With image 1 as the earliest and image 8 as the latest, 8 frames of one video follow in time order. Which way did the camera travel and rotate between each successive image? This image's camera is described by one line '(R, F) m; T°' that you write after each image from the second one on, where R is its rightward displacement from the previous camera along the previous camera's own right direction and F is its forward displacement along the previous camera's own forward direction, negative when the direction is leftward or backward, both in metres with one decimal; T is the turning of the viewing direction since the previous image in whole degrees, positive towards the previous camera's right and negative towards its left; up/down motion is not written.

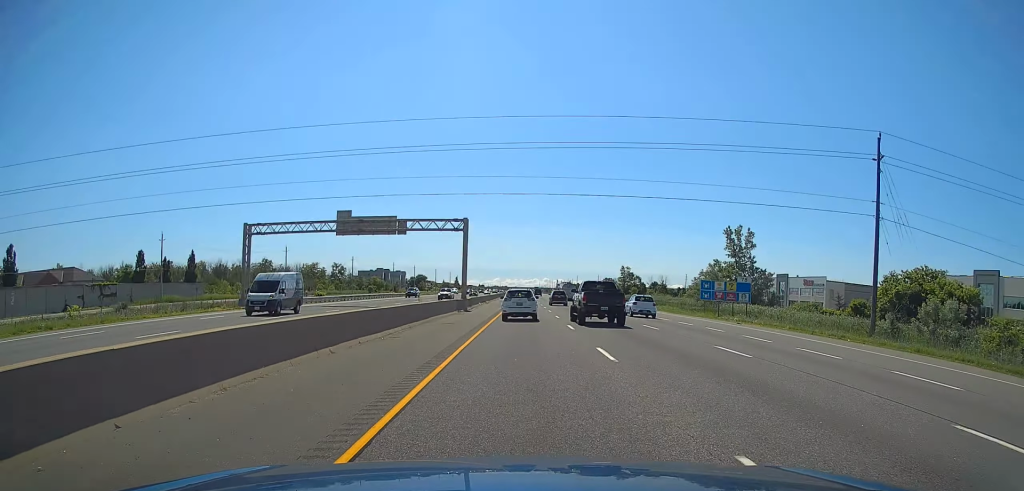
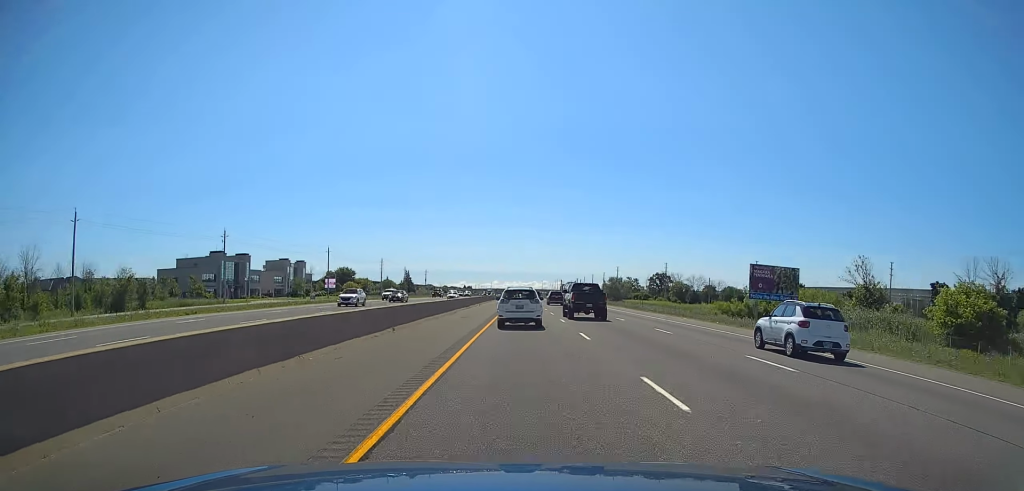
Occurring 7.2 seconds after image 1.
(0.0, +219.7) m; 0°
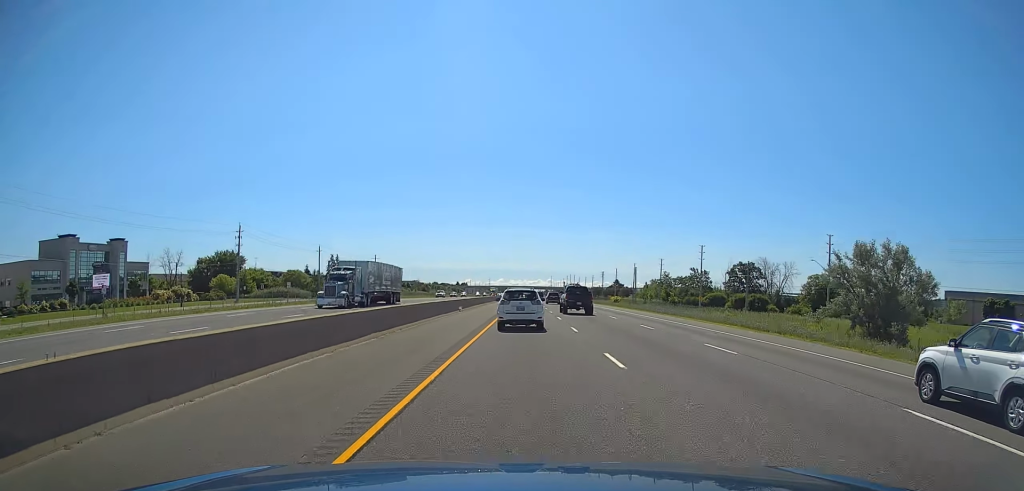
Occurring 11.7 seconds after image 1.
(+0.4, +132.8) m; 0°
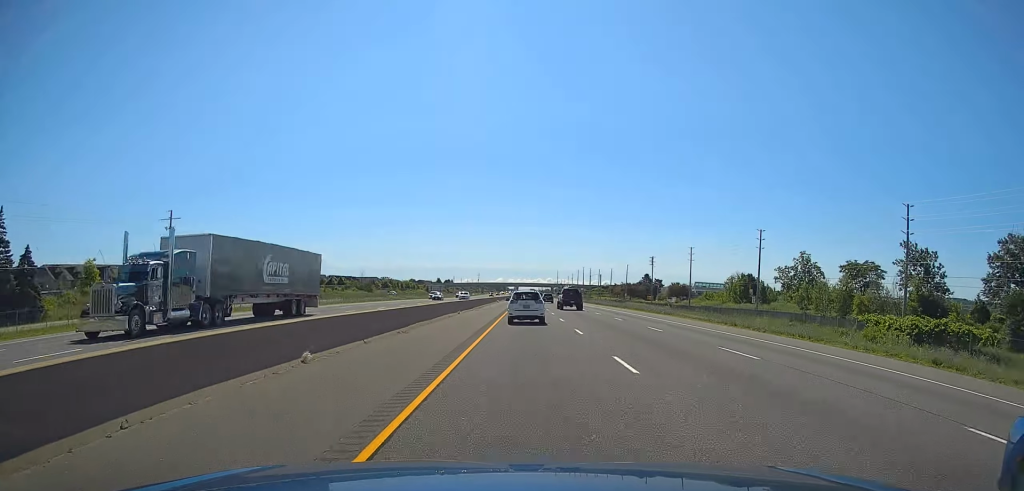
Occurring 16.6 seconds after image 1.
(-0.5, +142.2) m; 0°
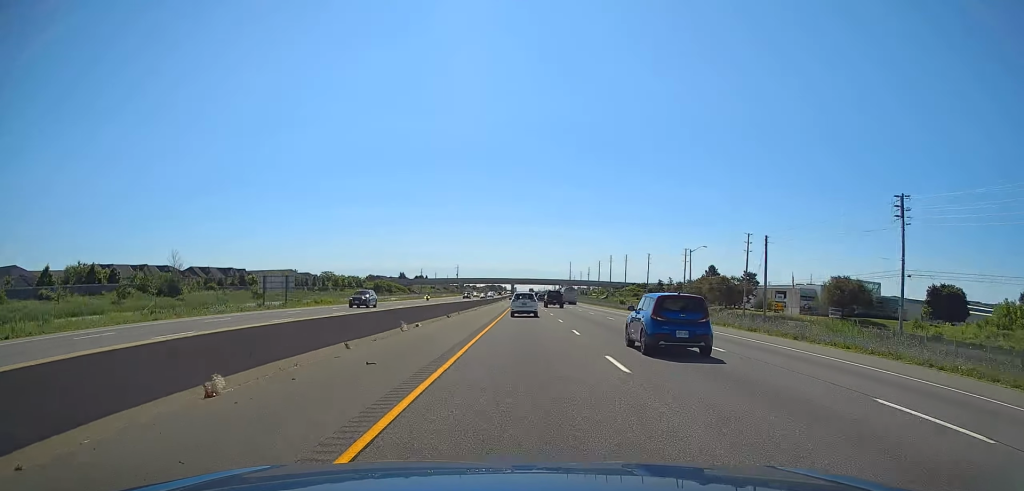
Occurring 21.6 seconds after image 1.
(-0.3, +150.3) m; 0°
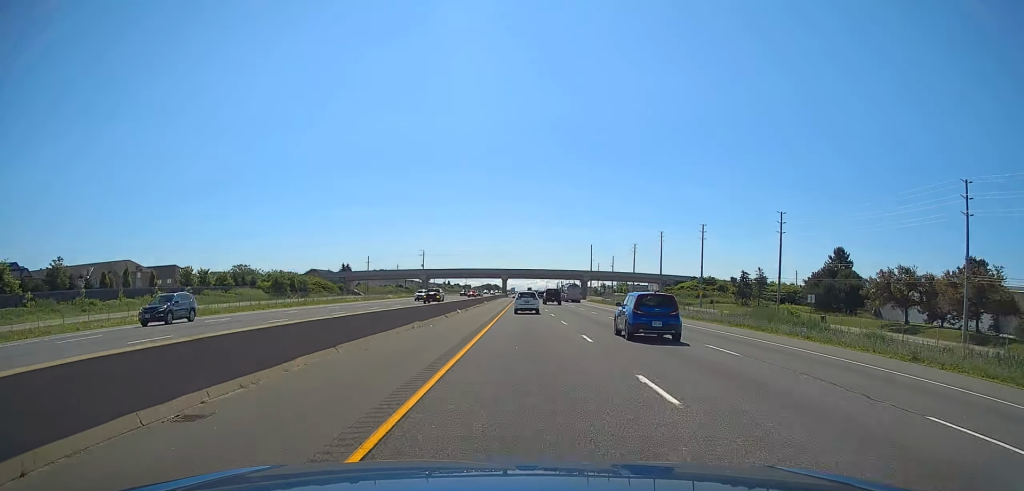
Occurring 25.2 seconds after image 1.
(+0.3, +110.8) m; 0°
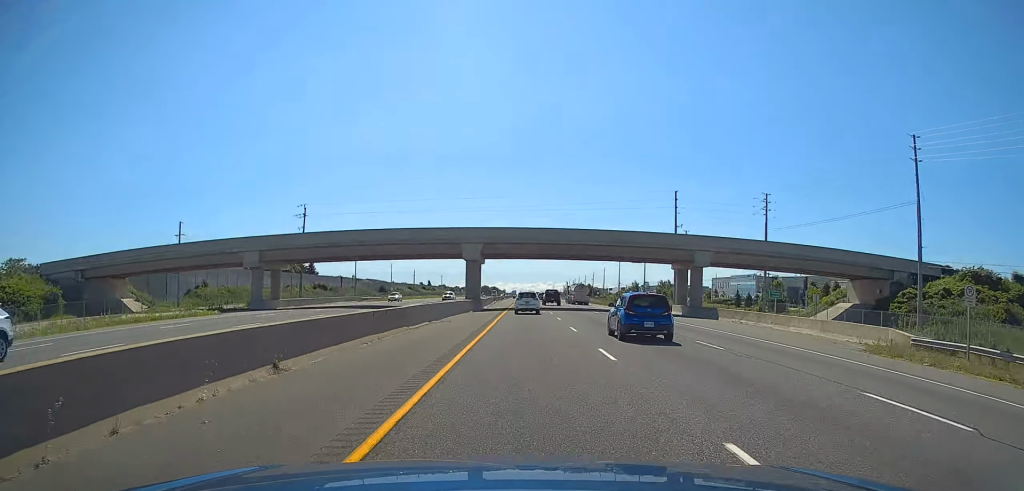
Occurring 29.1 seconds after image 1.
(+0.3, +123.0) m; 0°
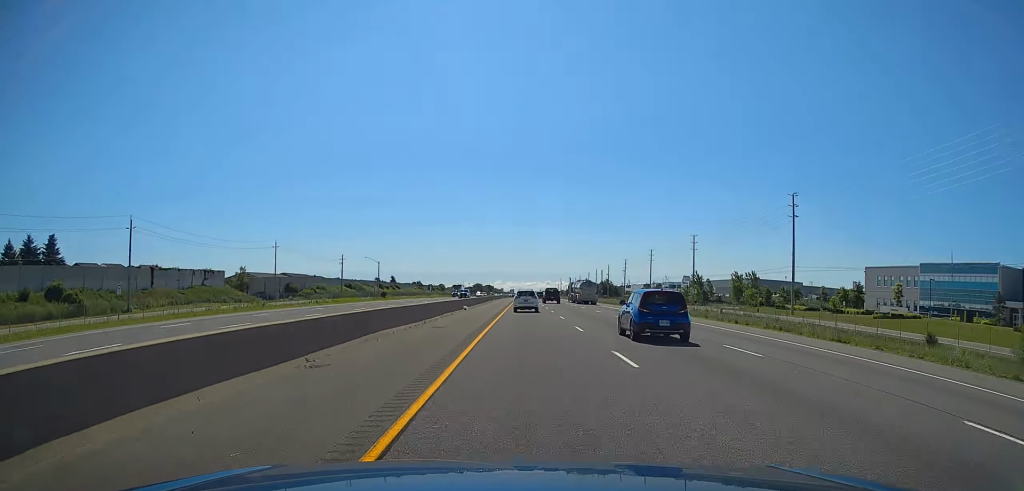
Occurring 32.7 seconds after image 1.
(+0.1, +116.5) m; 0°
